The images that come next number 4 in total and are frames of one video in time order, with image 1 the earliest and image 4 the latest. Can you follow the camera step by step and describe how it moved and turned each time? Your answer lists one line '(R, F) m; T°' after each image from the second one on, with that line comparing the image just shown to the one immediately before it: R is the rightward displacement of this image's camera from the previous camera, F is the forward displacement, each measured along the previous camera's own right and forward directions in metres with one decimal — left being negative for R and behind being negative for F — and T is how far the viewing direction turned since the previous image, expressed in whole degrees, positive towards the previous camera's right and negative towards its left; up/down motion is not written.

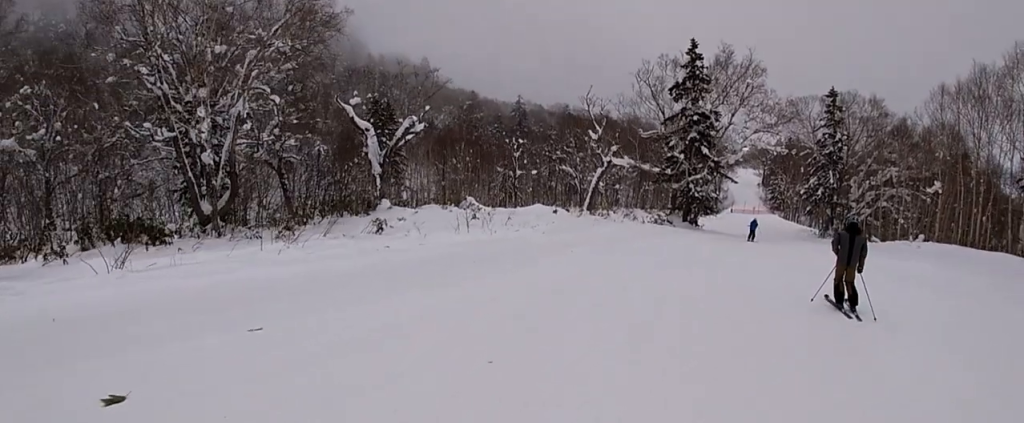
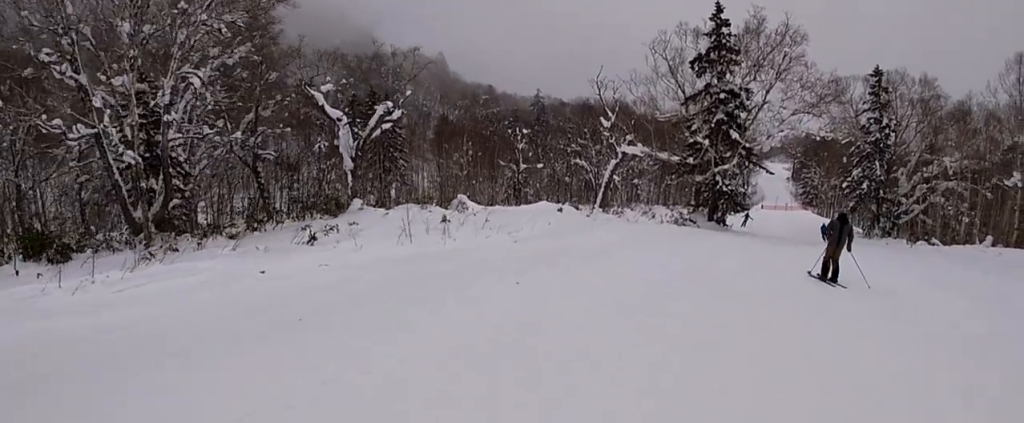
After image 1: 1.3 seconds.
(0.0, +7.3) m; +1°
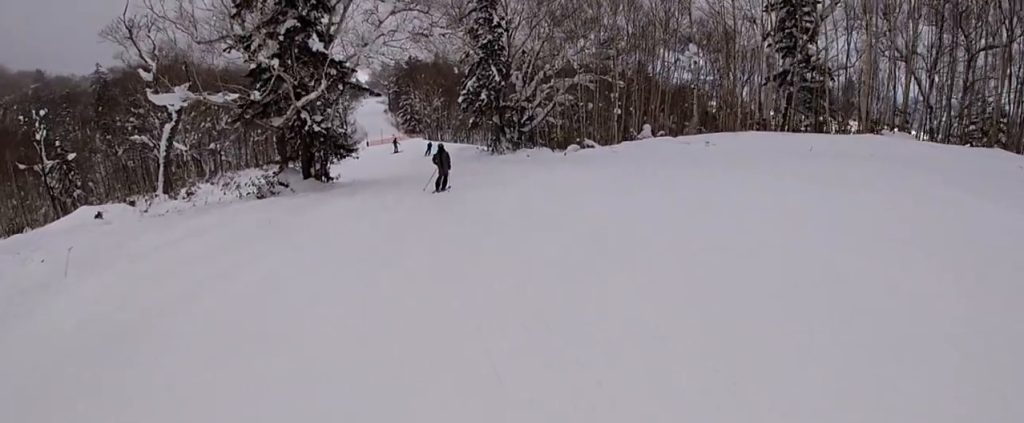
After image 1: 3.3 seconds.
(+1.0, +12.4) m; +4°
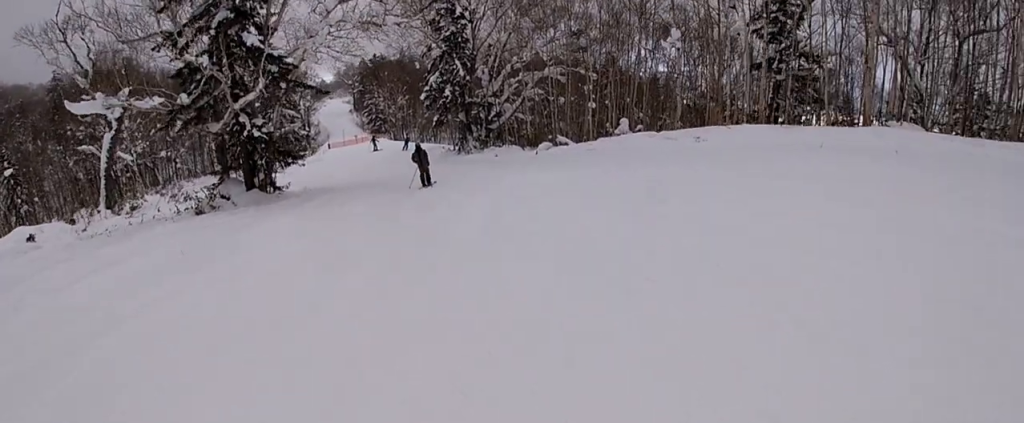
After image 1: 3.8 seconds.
(-0.2, +3.0) m; -2°
